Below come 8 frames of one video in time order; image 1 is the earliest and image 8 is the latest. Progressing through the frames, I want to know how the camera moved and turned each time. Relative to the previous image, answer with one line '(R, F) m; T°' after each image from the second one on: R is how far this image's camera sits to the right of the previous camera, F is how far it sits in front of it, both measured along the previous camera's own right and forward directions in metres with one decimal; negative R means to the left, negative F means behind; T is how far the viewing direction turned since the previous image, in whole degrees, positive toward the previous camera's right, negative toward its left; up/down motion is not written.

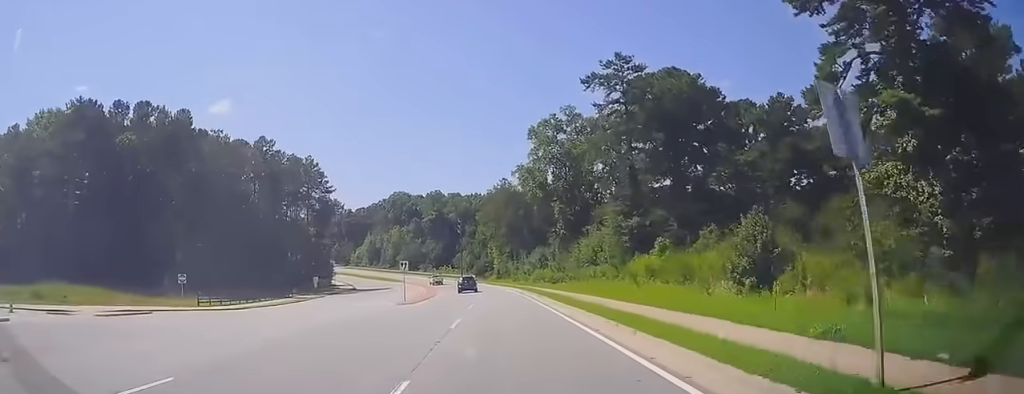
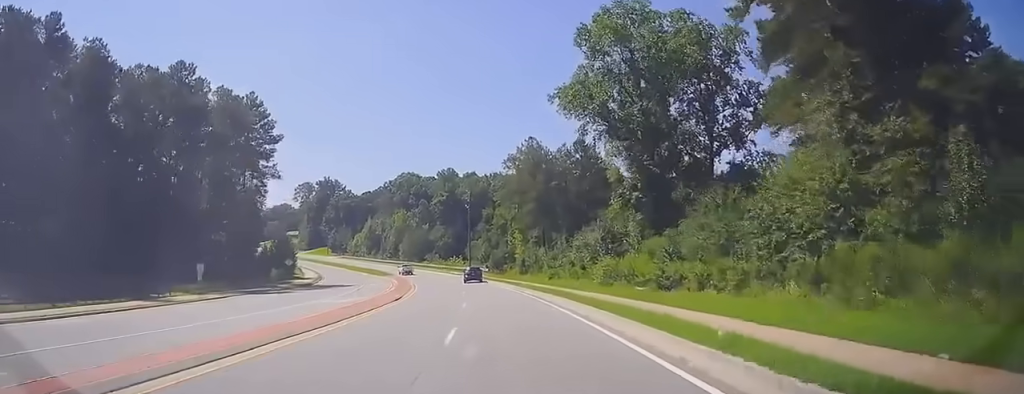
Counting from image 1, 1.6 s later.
(+0.3, +31.6) m; -1°
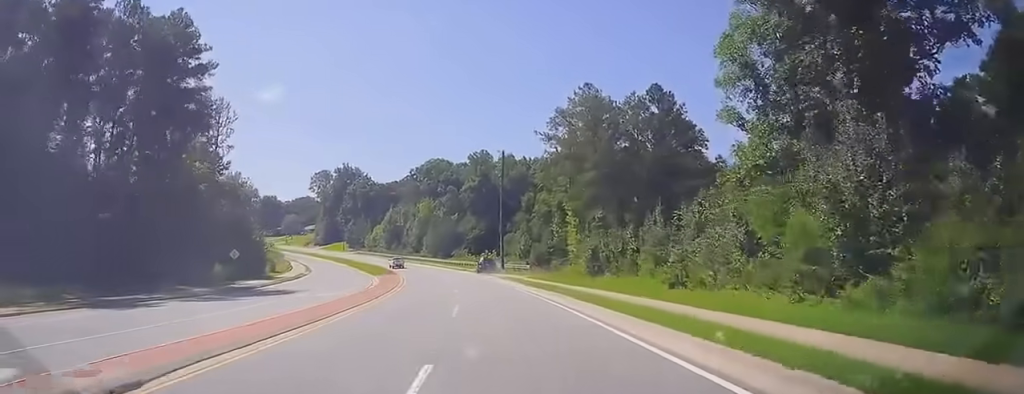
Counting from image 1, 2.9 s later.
(-0.6, +27.6) m; -3°
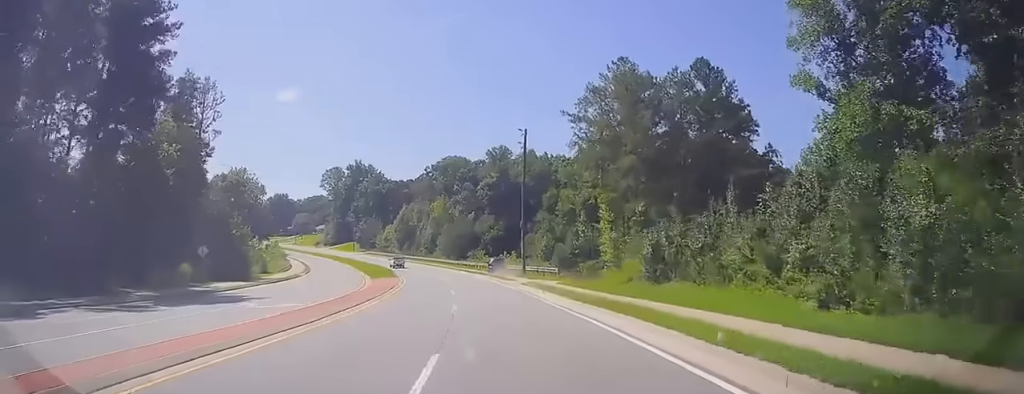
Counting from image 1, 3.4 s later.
(-0.1, +11.3) m; -1°
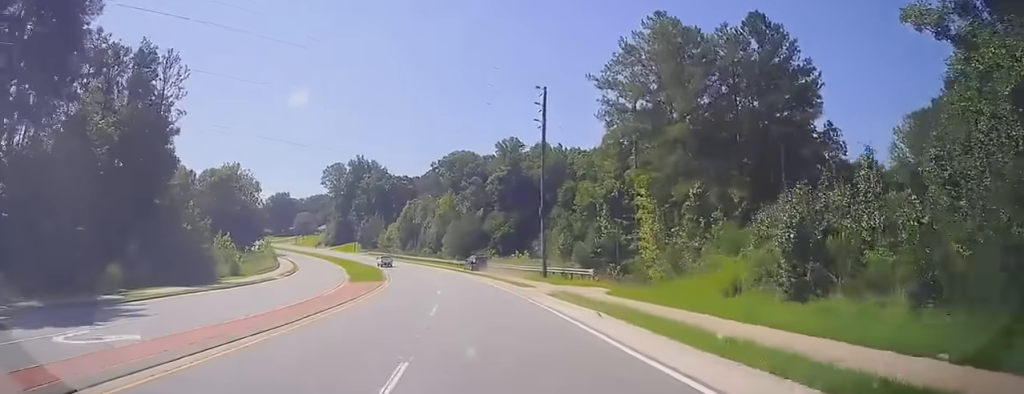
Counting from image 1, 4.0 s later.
(-0.1, +15.2) m; -1°
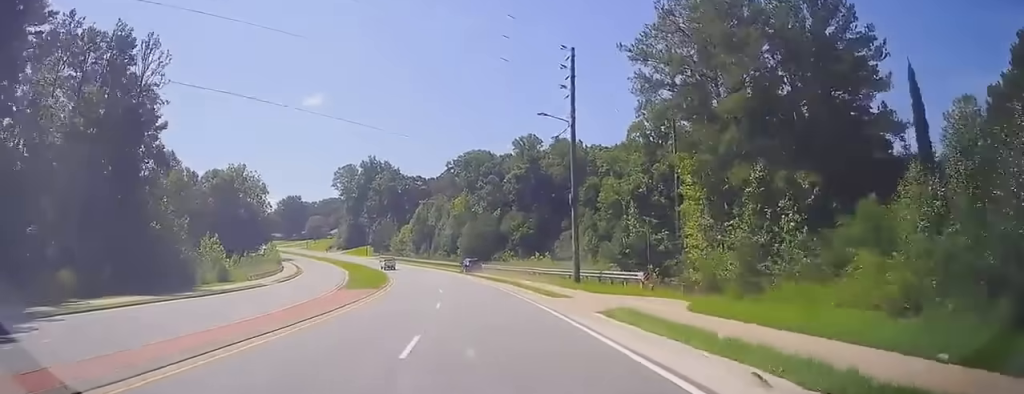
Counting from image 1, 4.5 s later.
(-0.1, +9.2) m; -2°
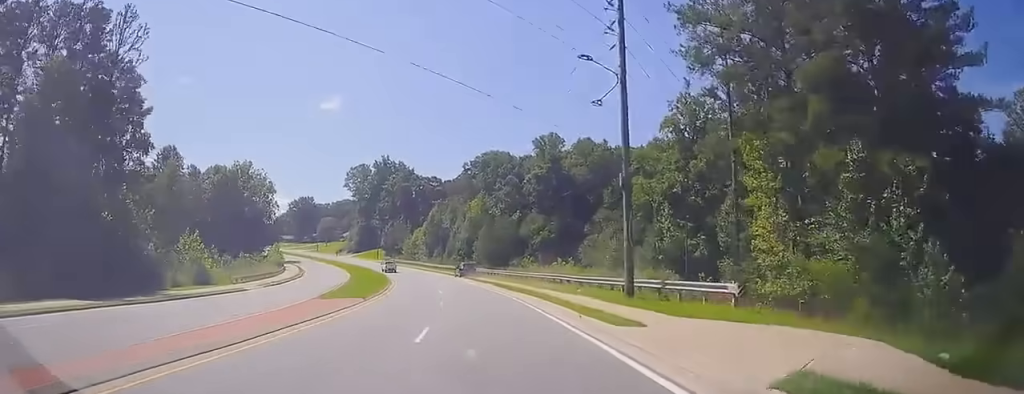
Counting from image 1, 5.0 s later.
(+0.2, +10.4) m; -2°
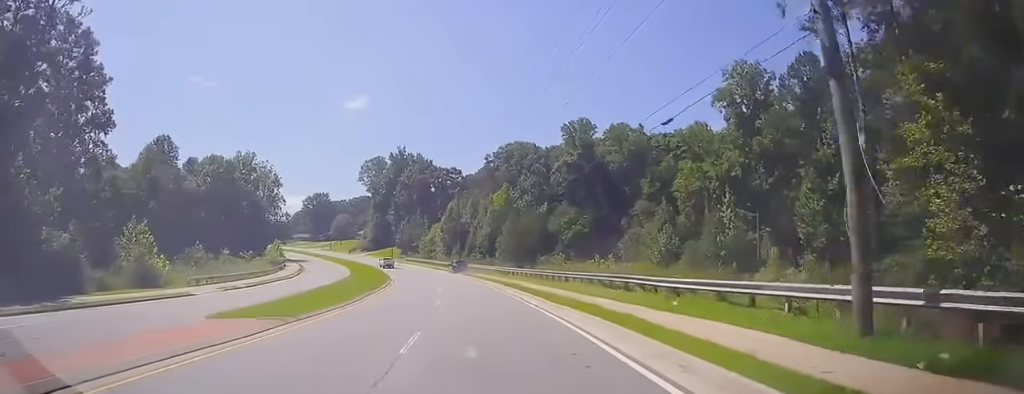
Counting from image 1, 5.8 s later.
(-0.8, +15.7) m; -3°
